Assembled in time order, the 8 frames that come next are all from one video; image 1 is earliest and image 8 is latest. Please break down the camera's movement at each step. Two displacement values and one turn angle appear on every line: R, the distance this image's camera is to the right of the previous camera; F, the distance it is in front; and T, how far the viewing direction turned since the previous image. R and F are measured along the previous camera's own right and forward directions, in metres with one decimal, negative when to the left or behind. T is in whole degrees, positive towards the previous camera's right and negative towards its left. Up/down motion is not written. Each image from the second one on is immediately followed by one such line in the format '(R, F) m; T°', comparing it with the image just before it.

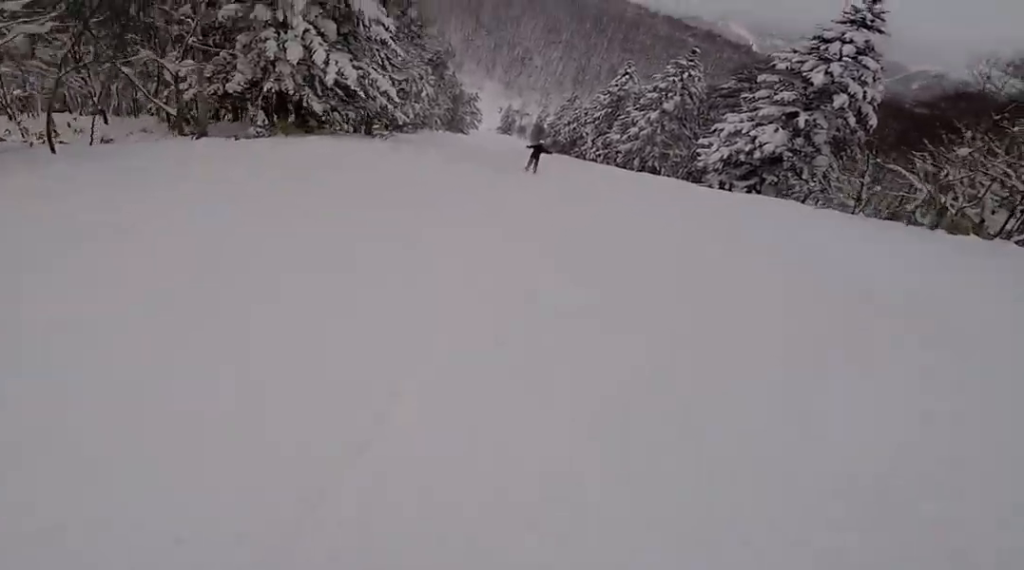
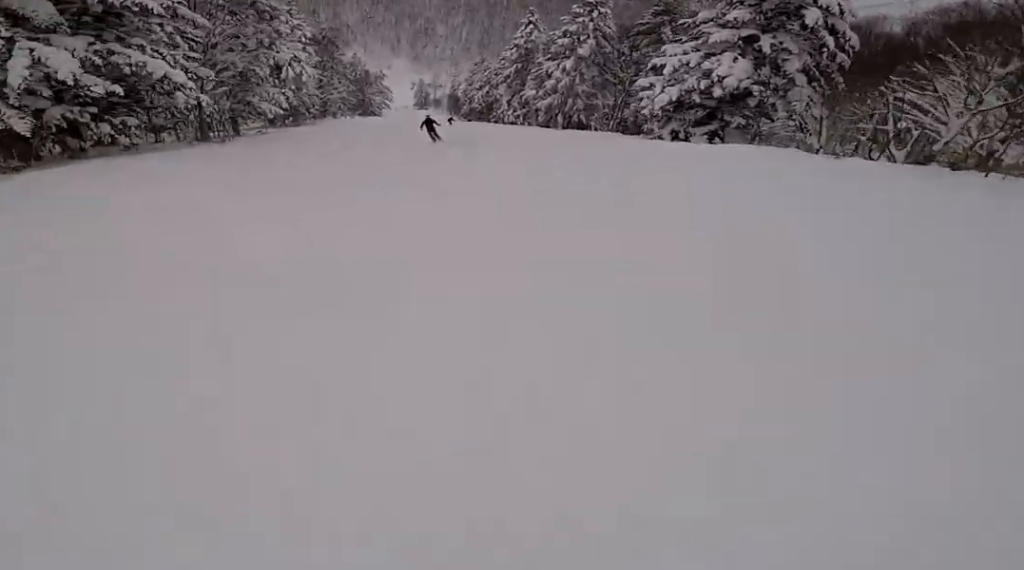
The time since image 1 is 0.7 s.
(0.0, +7.7) m; 0°
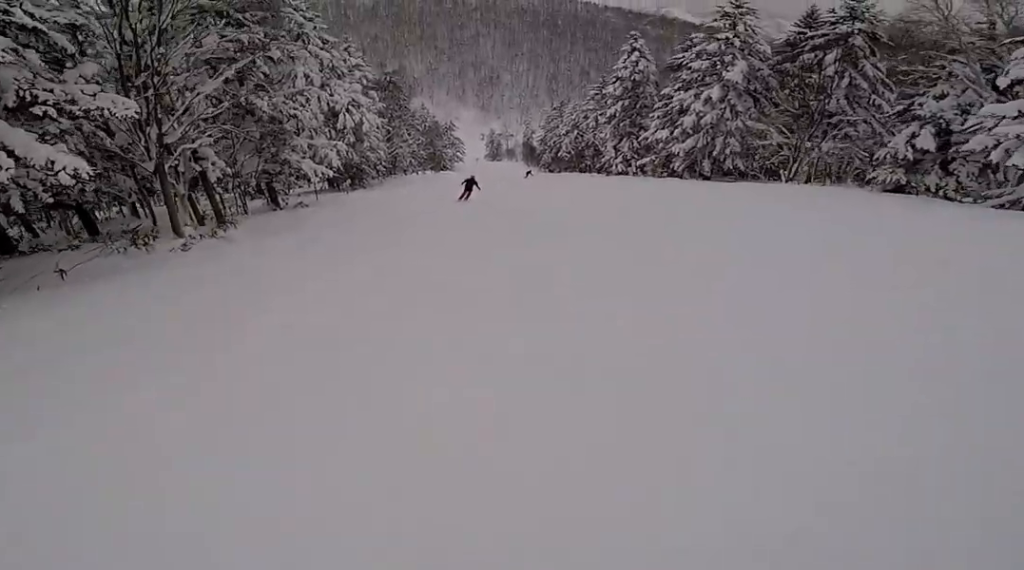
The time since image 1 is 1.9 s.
(0.0, +13.0) m; +3°
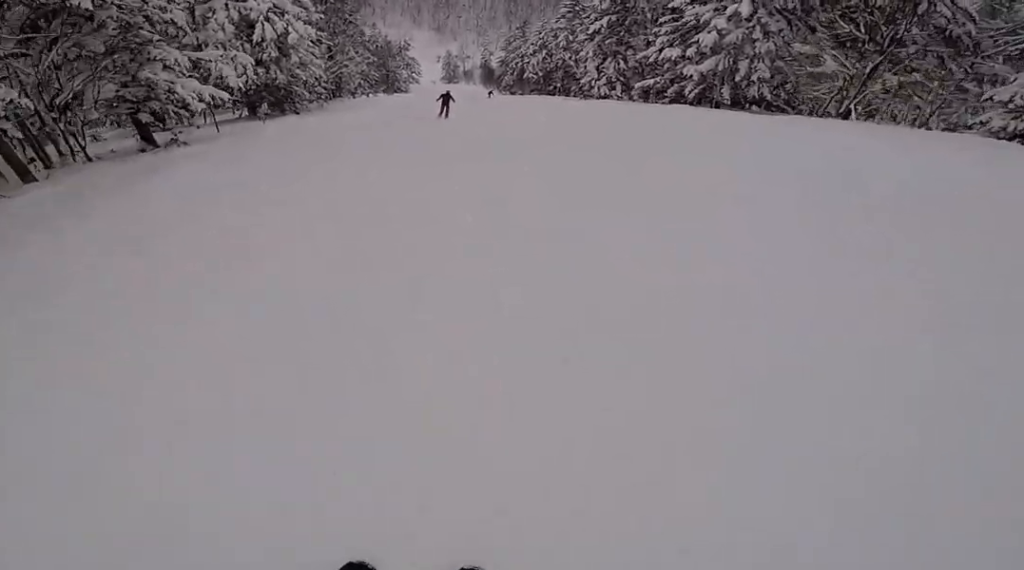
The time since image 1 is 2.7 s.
(+0.3, +7.5) m; +1°
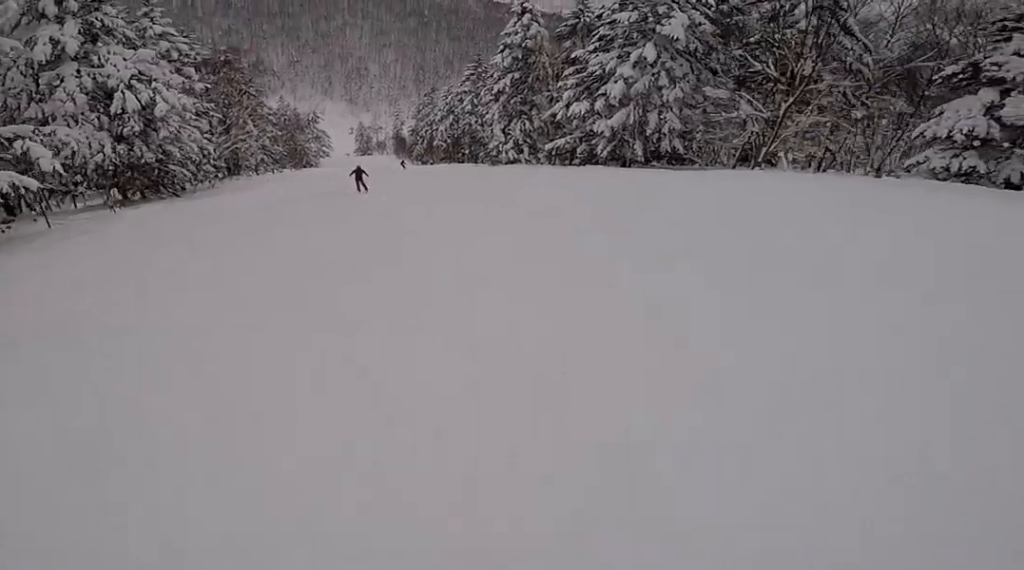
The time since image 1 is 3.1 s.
(+0.3, +4.2) m; 0°
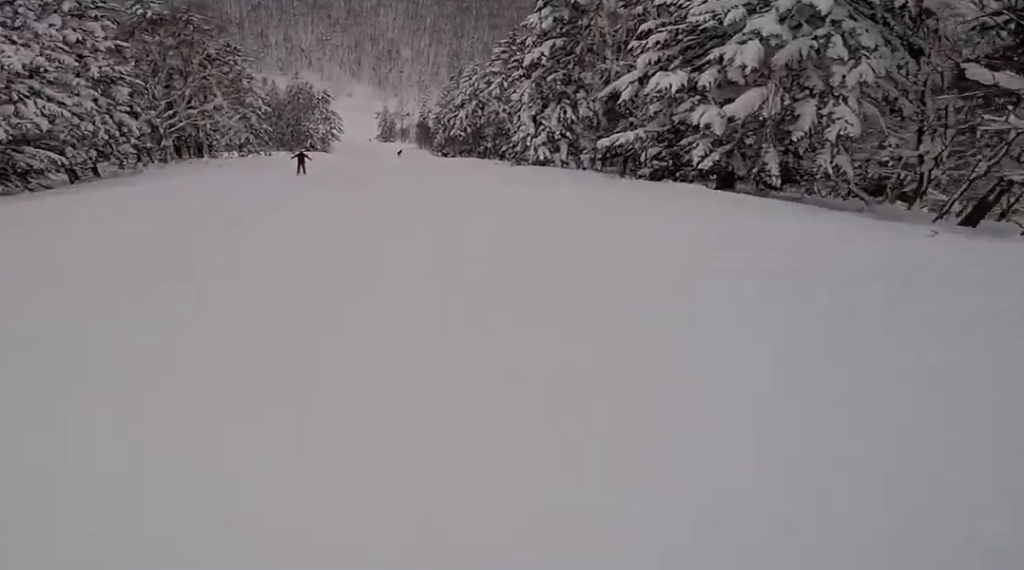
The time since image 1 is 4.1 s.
(-0.6, +11.1) m; -3°
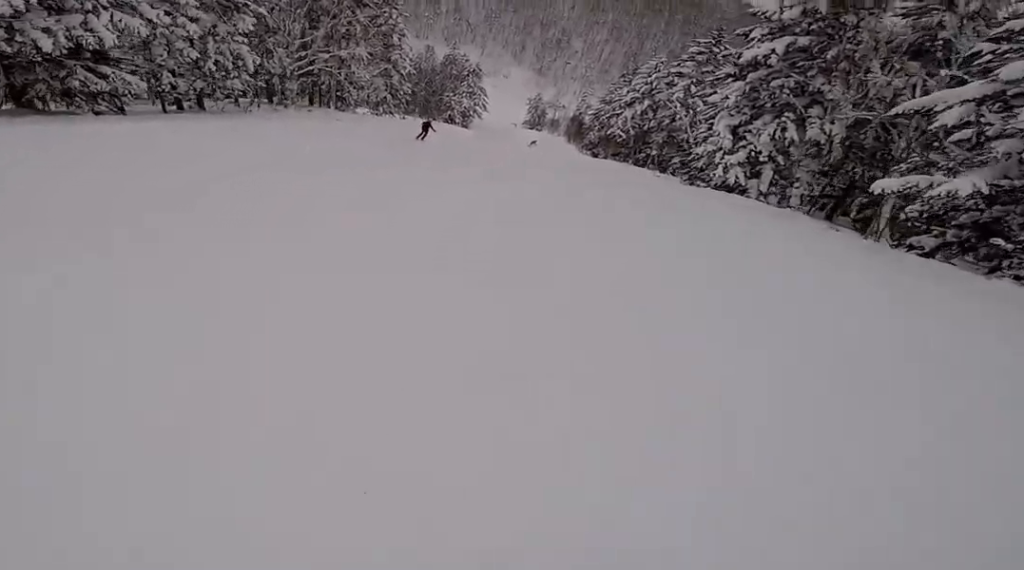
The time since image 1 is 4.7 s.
(0.0, +6.1) m; -4°
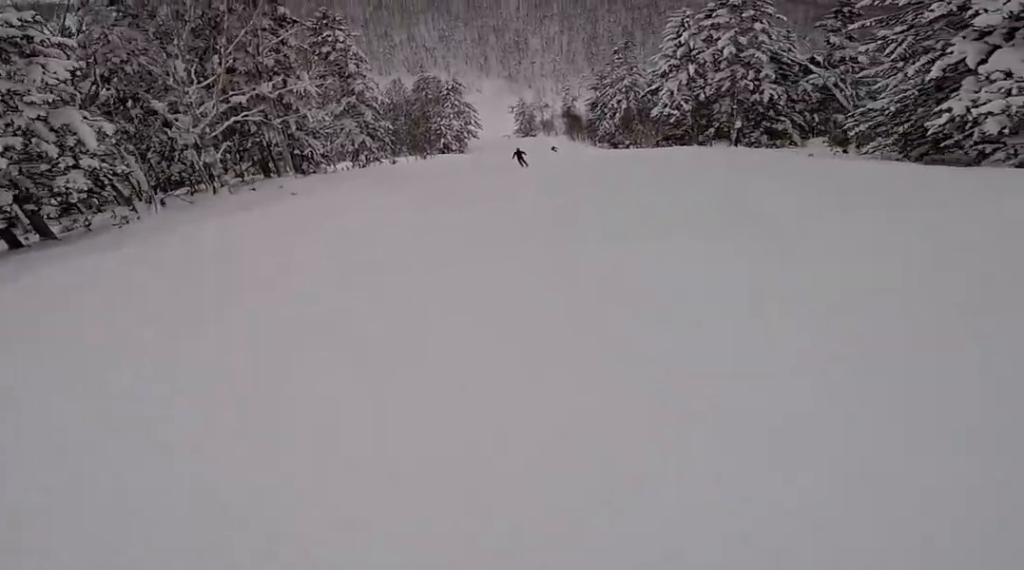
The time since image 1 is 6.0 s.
(-1.3, +13.8) m; -6°
